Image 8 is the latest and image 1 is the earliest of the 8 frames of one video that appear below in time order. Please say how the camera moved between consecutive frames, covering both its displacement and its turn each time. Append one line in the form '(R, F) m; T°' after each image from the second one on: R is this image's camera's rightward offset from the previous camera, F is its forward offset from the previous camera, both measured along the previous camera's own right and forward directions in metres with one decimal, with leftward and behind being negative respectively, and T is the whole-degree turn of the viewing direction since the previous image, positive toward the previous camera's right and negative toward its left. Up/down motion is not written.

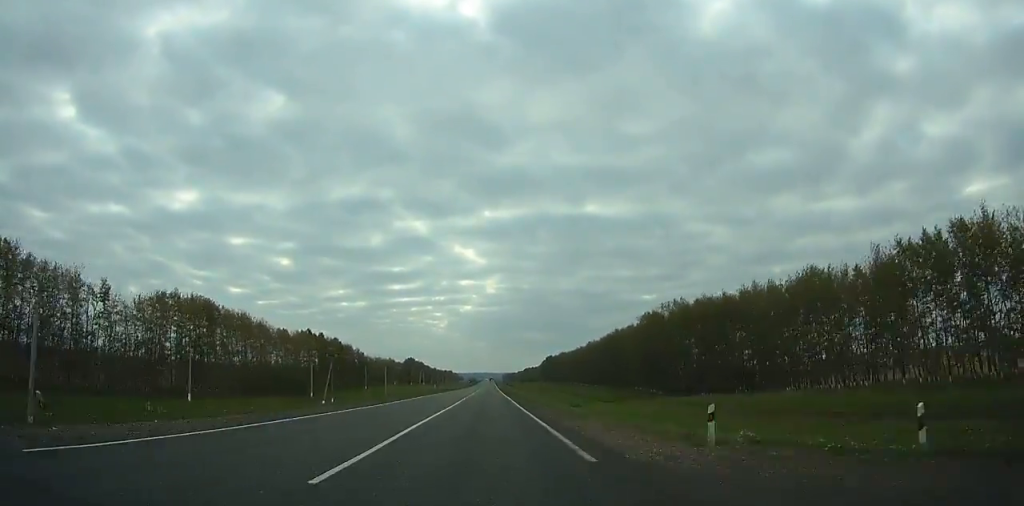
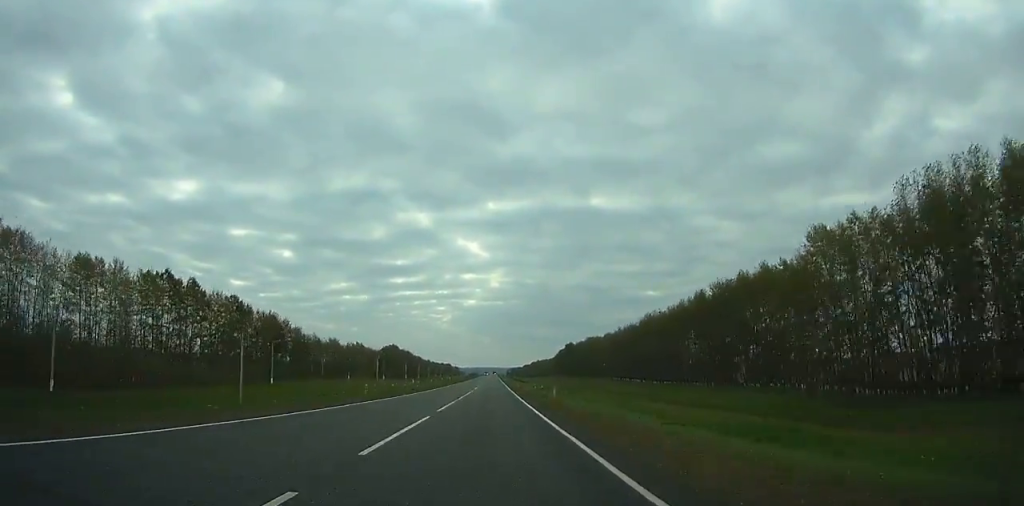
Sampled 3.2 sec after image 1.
(-0.1, +88.5) m; 0°
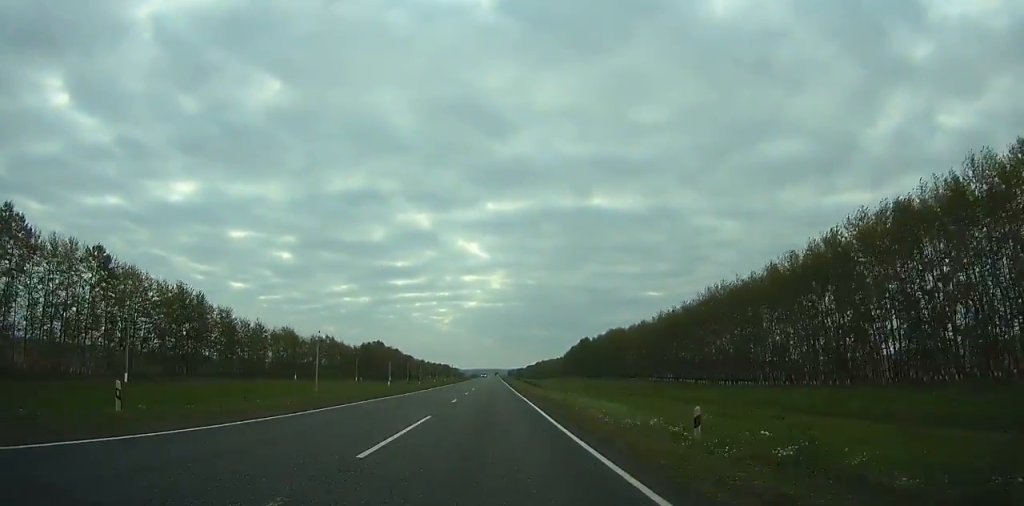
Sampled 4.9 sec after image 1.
(-0.3, +47.5) m; 0°
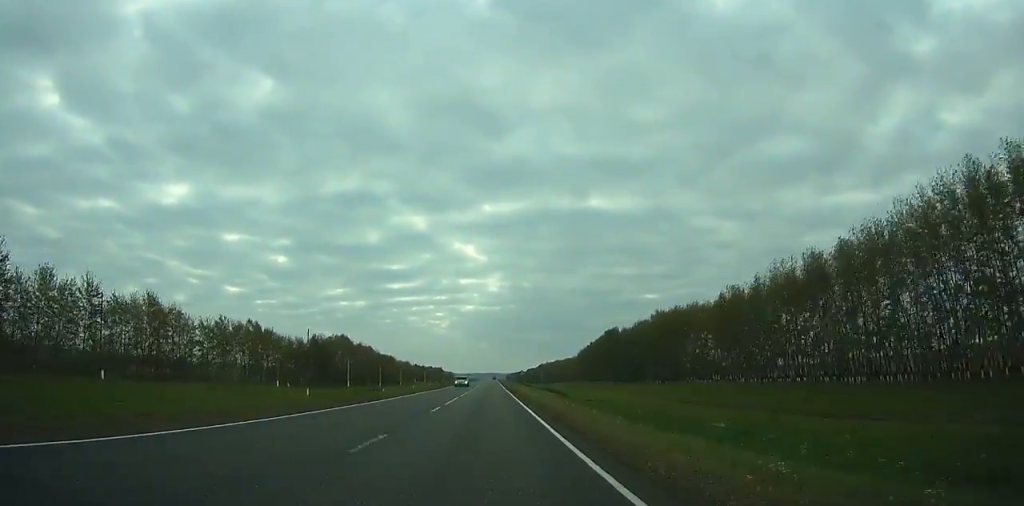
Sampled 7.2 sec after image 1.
(+0.3, +64.6) m; 0°
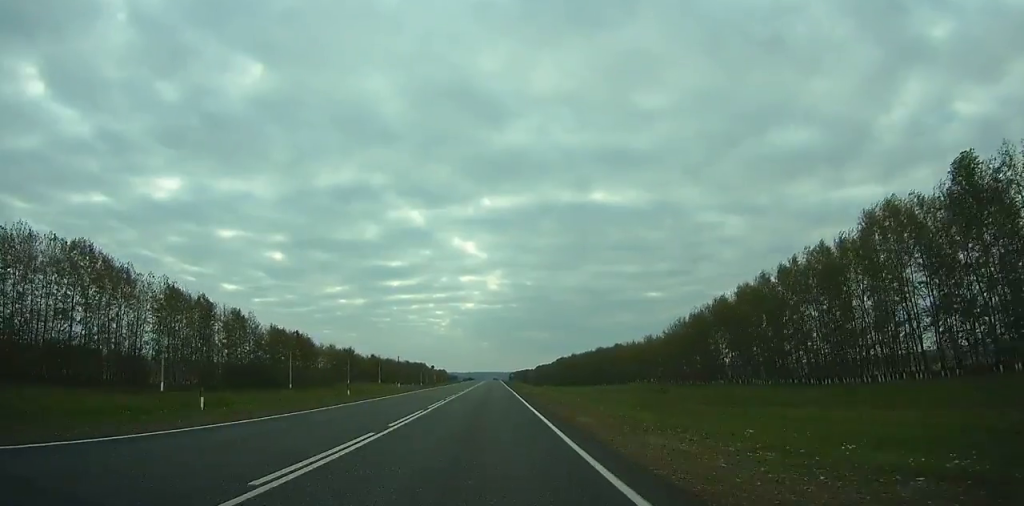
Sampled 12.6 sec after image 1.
(-0.8, +150.3) m; 0°
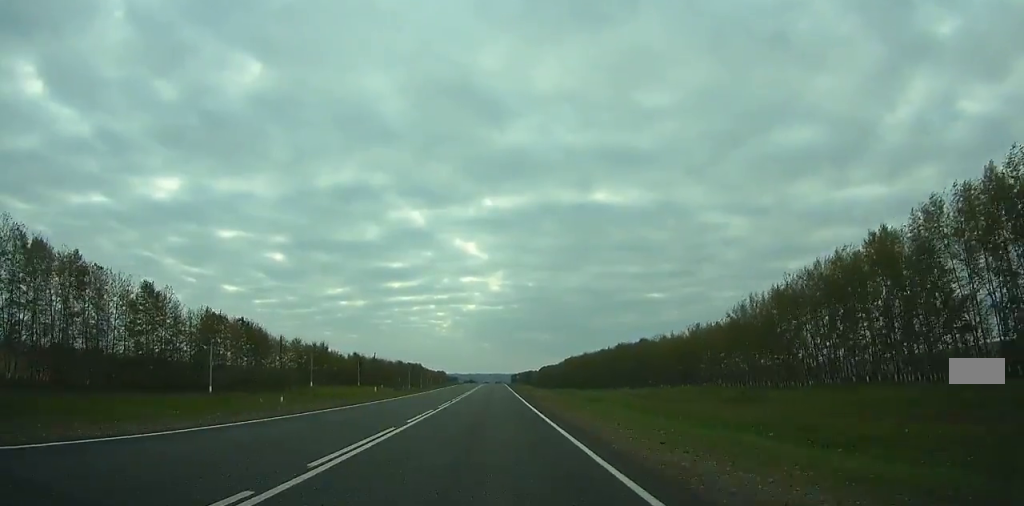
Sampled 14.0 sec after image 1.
(0.0, +38.3) m; 0°
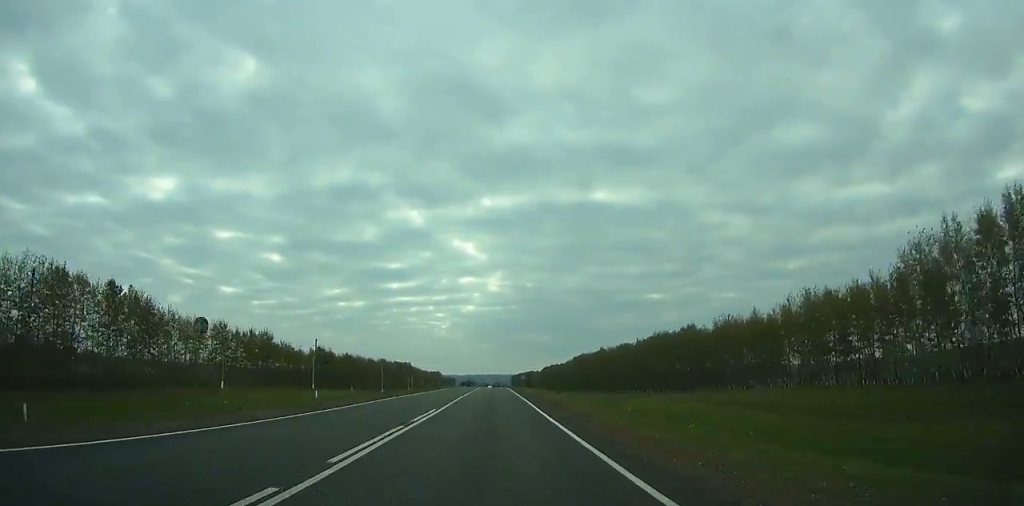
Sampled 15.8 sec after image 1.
(0.0, +48.4) m; 0°
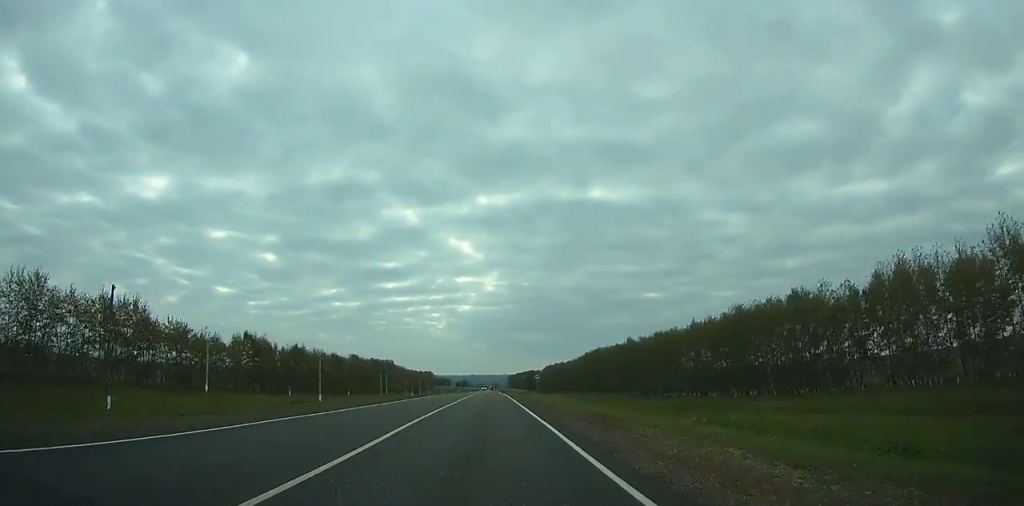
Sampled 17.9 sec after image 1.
(0.0, +56.0) m; 0°
